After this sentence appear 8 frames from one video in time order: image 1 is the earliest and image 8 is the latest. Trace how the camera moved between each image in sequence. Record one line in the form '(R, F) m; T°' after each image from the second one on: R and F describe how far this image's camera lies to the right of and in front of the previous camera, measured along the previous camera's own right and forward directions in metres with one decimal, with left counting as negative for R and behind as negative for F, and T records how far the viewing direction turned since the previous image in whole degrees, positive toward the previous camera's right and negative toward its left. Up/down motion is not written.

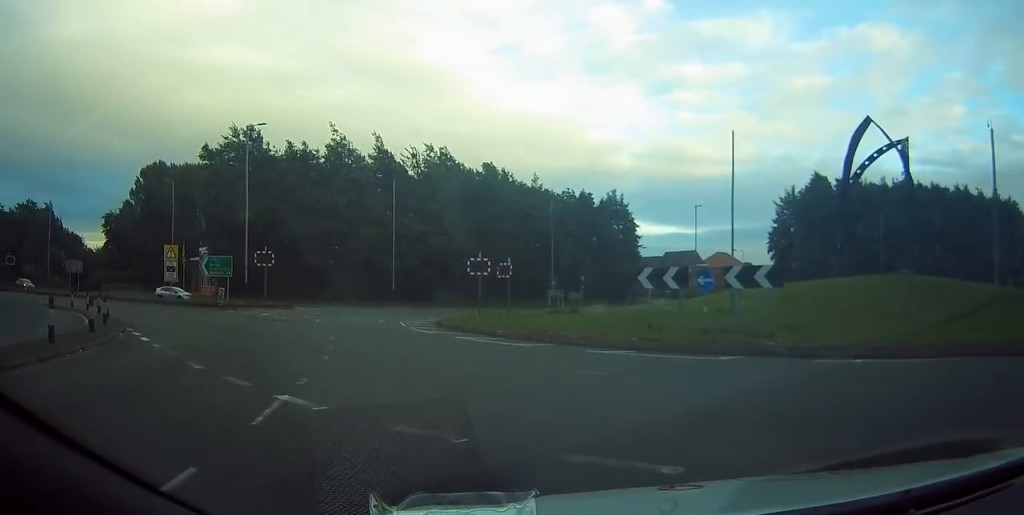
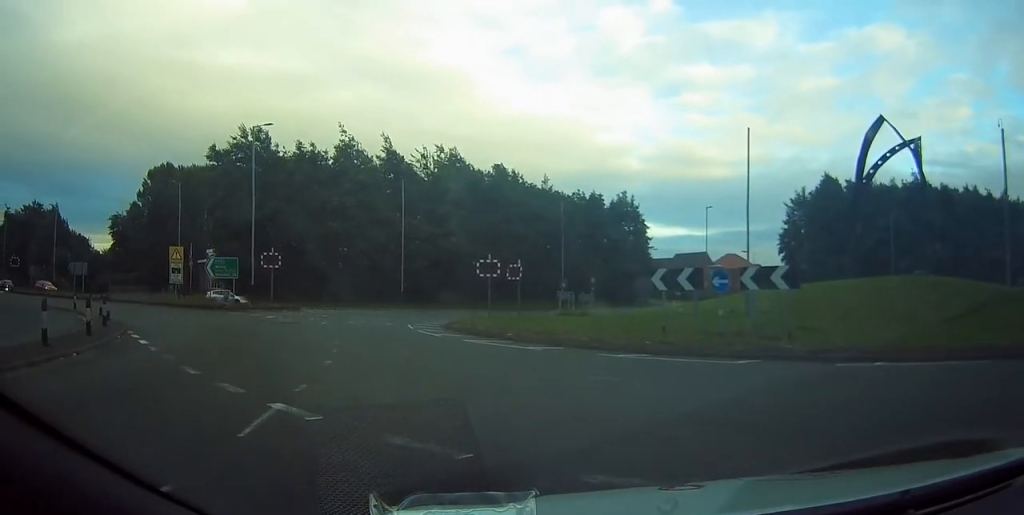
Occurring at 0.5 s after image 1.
(+0.2, +0.4) m; 0°
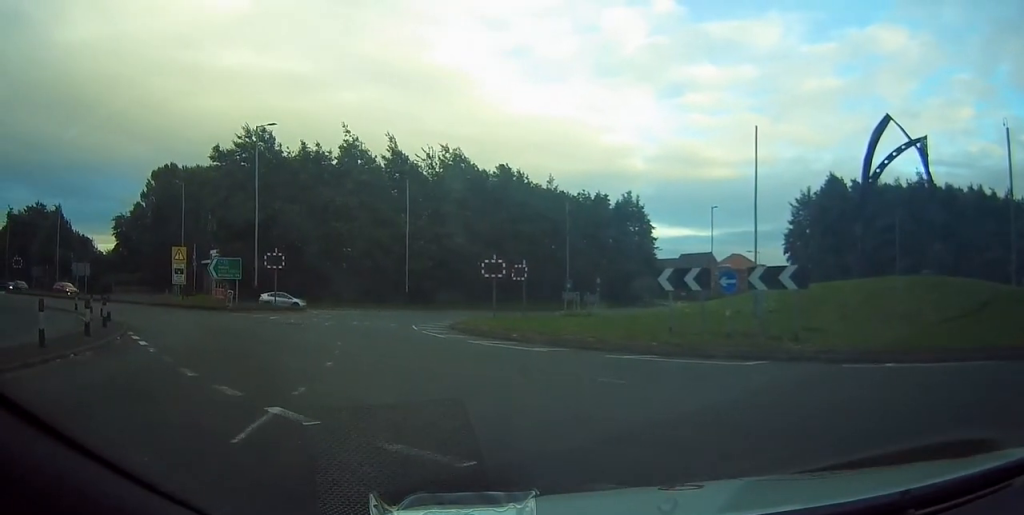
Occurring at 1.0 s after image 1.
(+0.2, +0.4) m; 0°
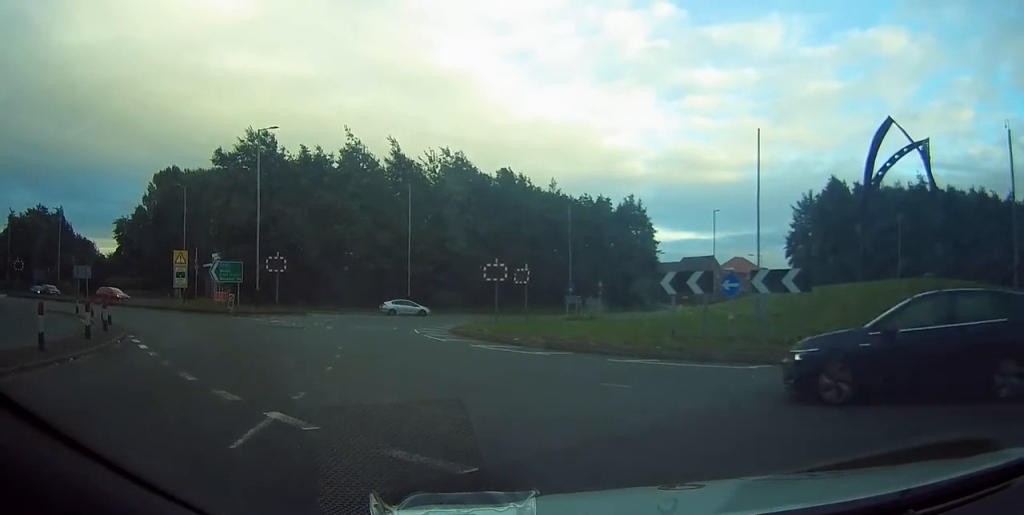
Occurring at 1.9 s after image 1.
(+0.1, +0.2) m; 0°
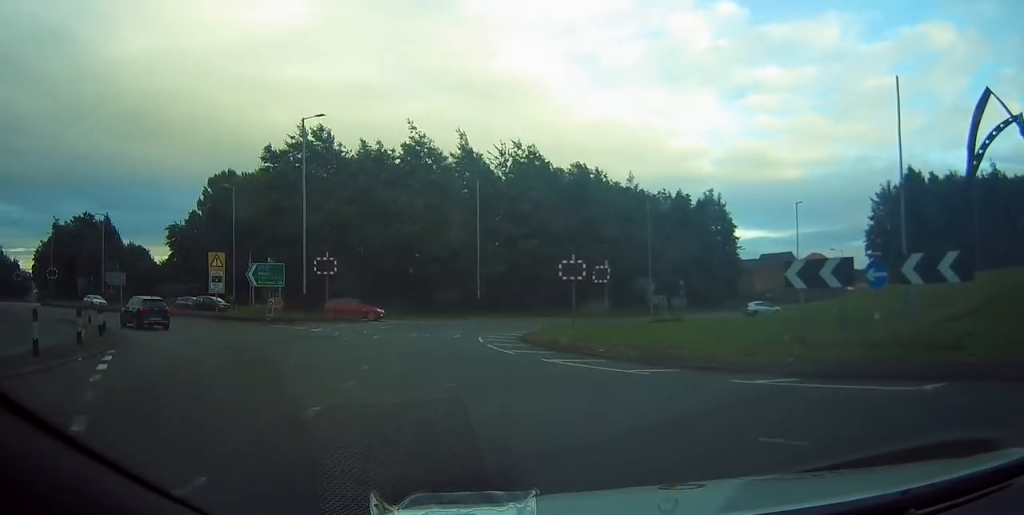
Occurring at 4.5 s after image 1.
(-1.0, +4.6) m; -15°
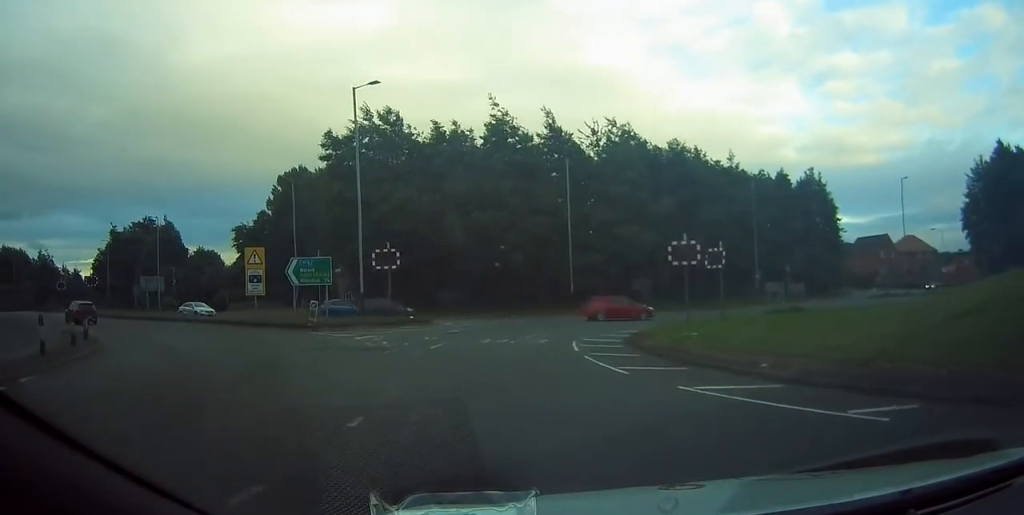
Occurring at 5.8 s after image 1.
(-0.2, +5.9) m; -1°
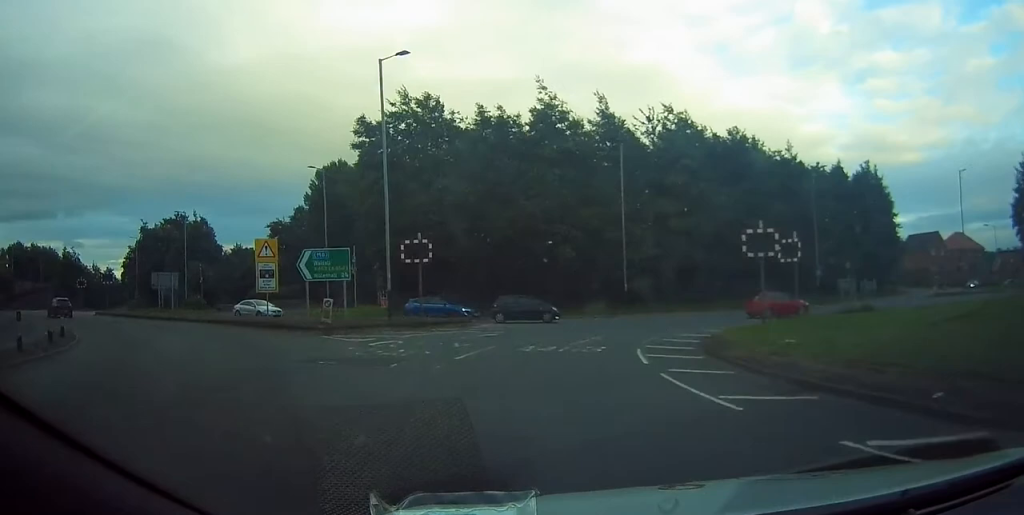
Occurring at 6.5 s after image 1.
(0.0, +4.0) m; -3°
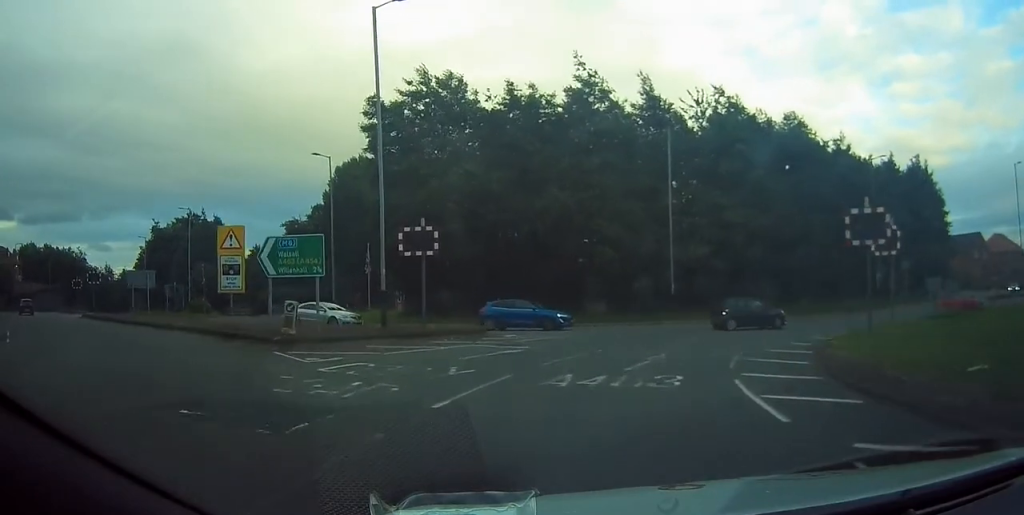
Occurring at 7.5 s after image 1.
(-0.3, +6.1) m; -4°
